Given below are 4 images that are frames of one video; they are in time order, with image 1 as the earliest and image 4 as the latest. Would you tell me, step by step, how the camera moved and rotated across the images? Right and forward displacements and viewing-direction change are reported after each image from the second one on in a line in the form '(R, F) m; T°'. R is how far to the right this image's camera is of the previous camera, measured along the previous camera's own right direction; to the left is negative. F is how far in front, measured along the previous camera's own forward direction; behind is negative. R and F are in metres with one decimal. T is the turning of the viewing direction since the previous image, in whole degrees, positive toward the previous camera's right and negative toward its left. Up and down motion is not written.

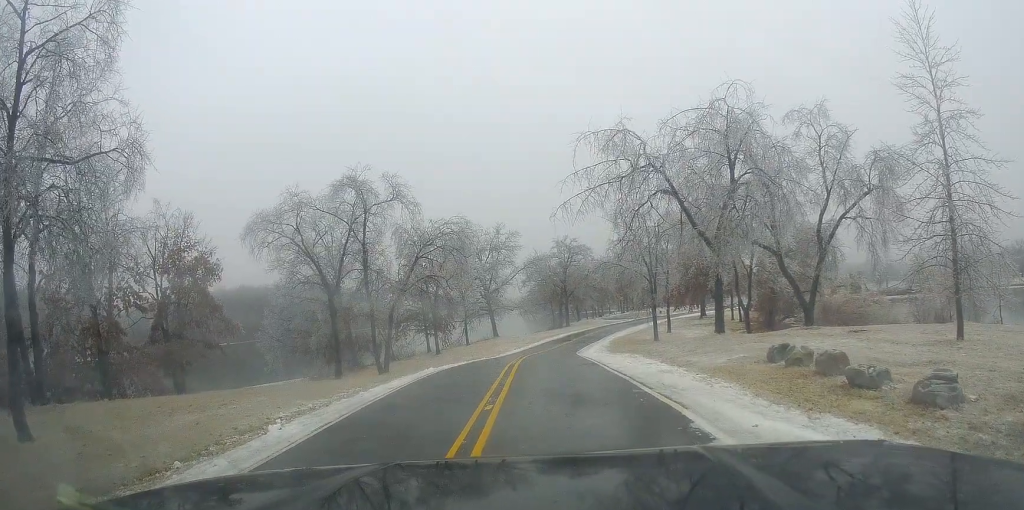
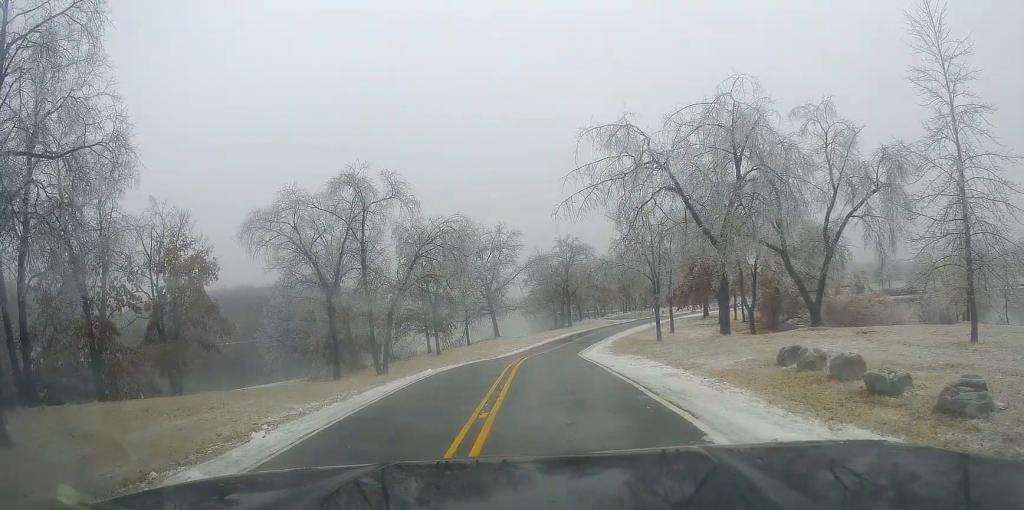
(-0.2, +0.6) m; 0°
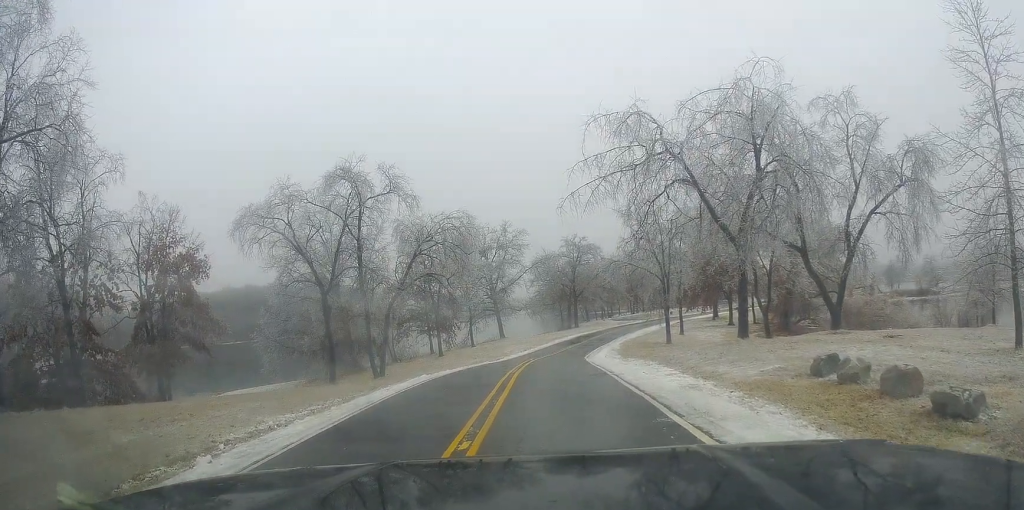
(-0.4, +1.2) m; 0°
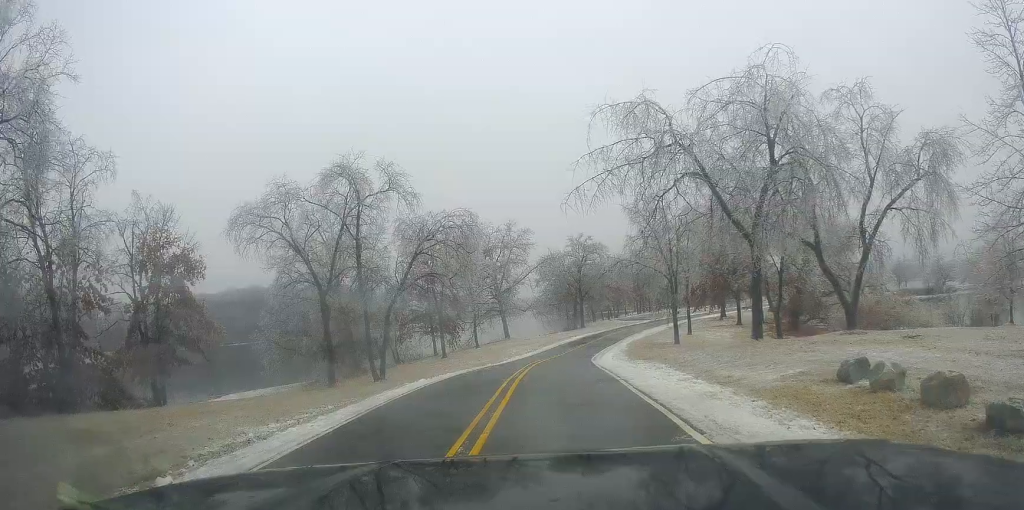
(+0.1, +1.4) m; -3°
